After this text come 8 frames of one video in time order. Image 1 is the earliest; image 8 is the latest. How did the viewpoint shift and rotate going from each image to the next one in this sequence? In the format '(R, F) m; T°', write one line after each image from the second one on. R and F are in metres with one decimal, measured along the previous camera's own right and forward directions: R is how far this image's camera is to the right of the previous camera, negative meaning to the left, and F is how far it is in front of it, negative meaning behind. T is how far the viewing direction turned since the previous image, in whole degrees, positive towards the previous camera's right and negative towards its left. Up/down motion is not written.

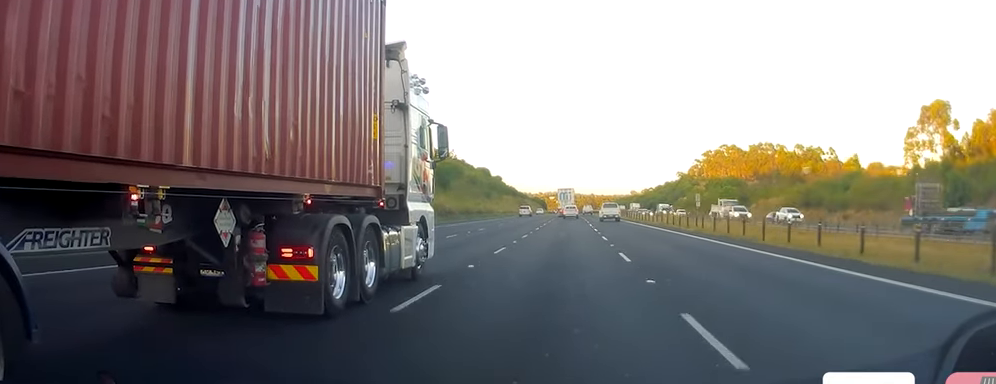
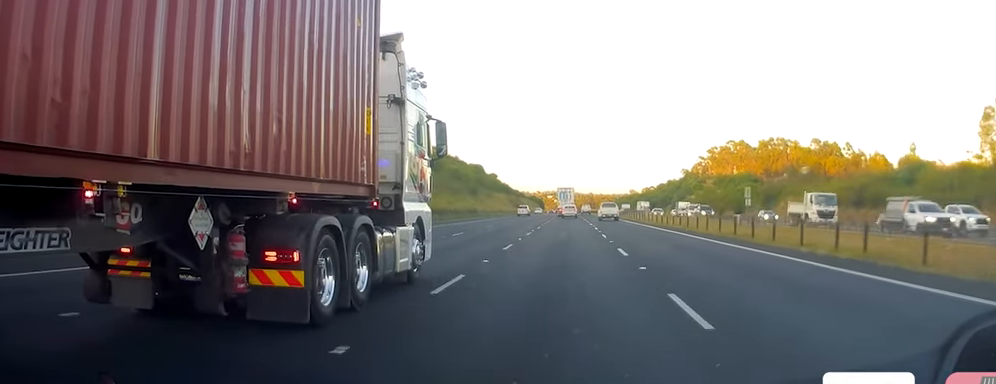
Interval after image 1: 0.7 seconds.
(+0.2, +21.1) m; 0°
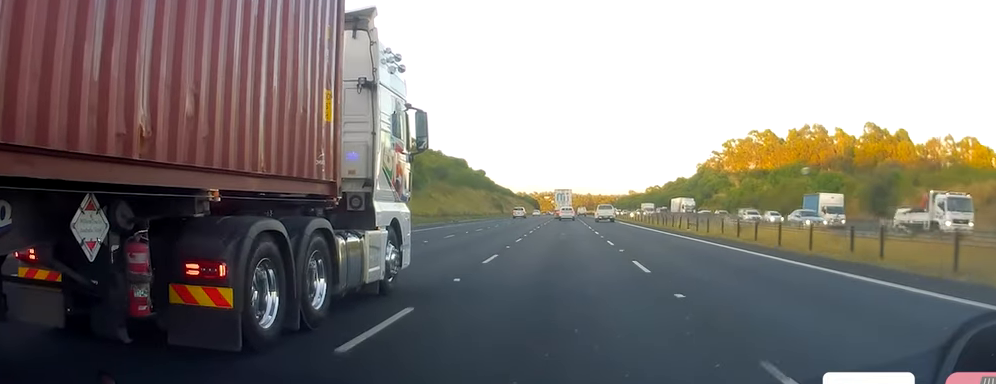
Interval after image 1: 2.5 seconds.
(+0.2, +51.0) m; 0°
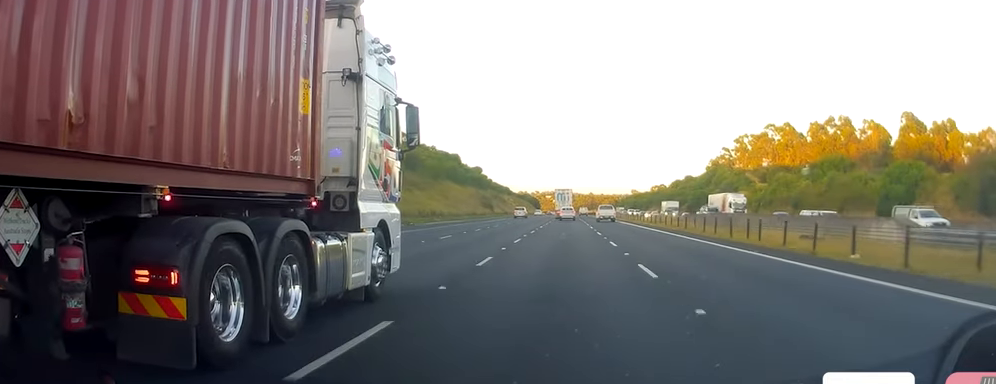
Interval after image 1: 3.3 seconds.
(-0.1, +24.0) m; -1°
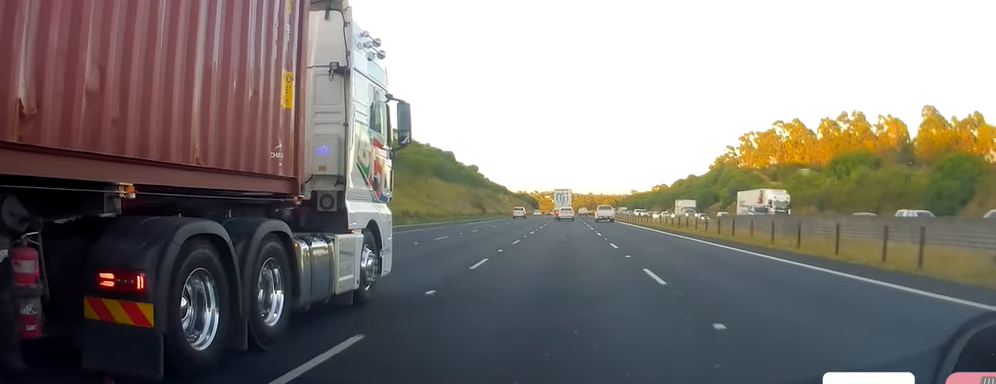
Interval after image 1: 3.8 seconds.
(-0.2, +12.5) m; 0°
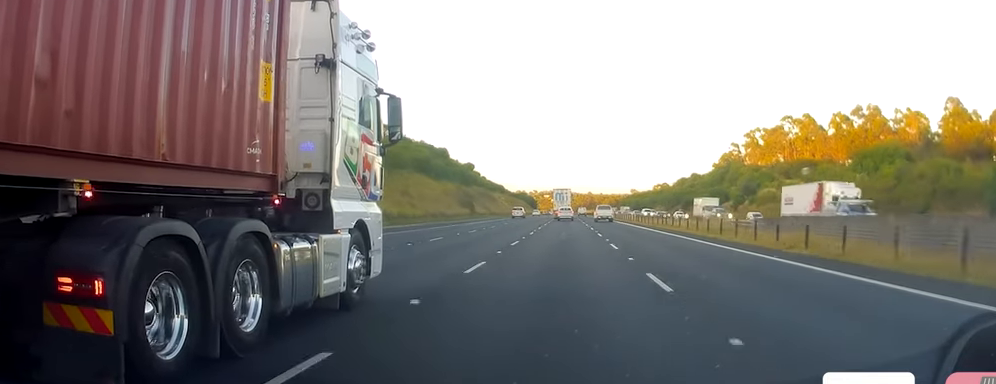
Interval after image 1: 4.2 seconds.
(-0.1, +12.5) m; 0°
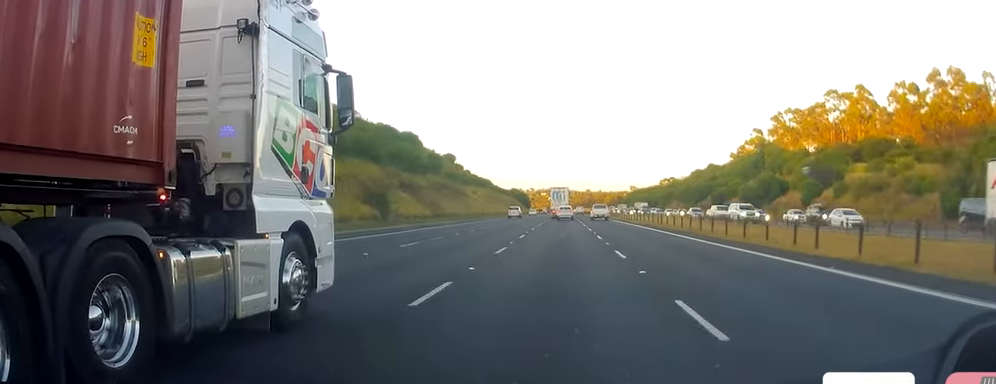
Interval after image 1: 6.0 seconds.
(+0.7, +51.3) m; +1°
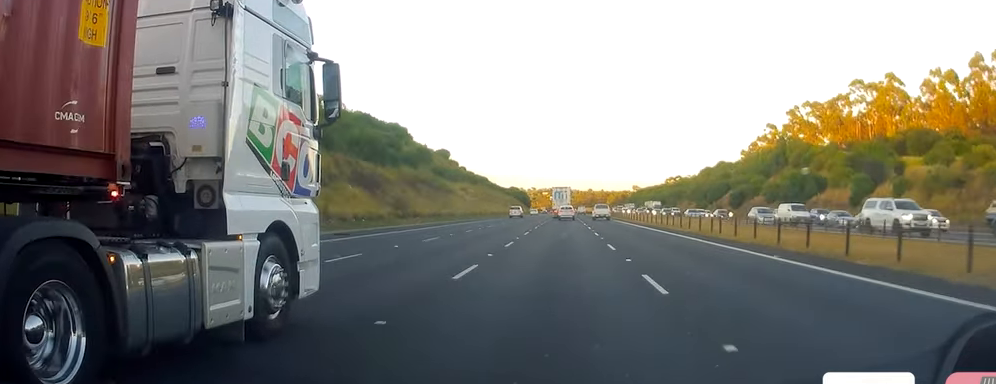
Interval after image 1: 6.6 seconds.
(0.0, +19.5) m; 0°
